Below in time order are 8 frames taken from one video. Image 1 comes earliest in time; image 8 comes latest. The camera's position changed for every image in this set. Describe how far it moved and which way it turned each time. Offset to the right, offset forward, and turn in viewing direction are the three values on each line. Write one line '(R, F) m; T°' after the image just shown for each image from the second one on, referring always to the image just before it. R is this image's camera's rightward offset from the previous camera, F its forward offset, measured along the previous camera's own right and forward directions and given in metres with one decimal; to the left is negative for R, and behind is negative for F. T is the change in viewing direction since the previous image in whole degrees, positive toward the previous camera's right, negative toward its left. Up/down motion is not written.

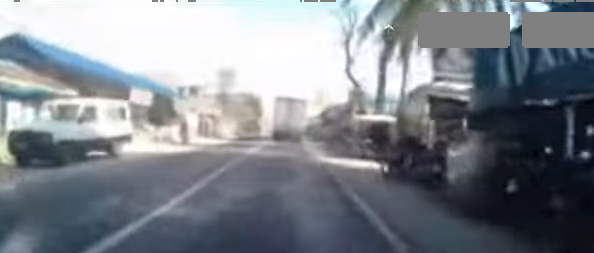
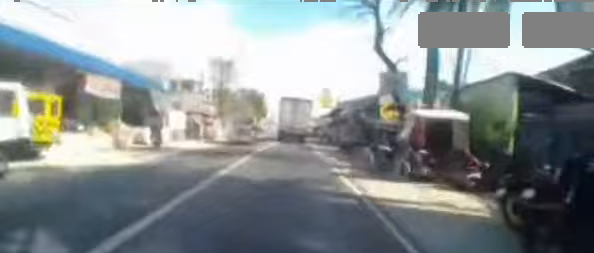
(0.0, +4.9) m; +2°
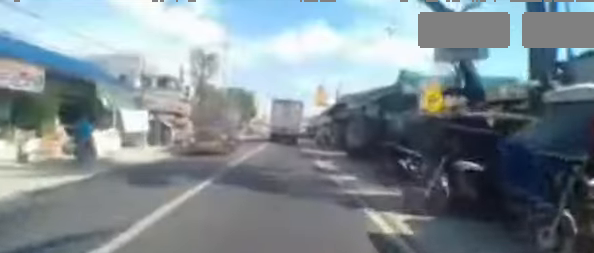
(0.0, +4.9) m; +1°
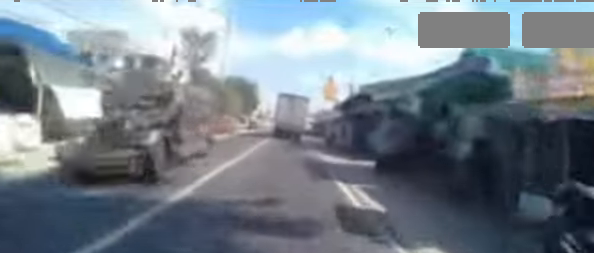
(+0.3, +4.5) m; -2°
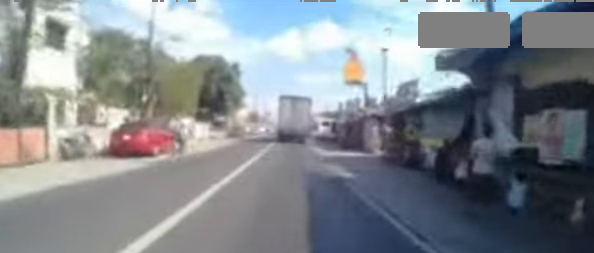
(-1.1, +18.8) m; -2°
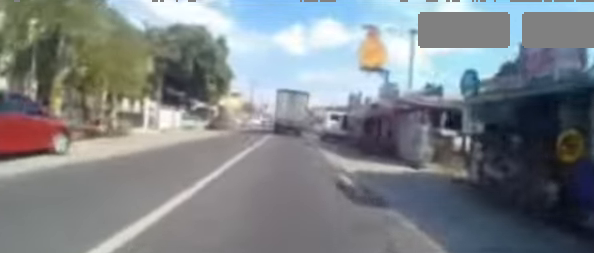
(+0.1, +7.8) m; +1°
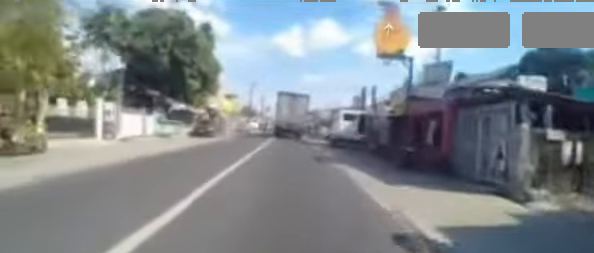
(0.0, +5.2) m; -1°
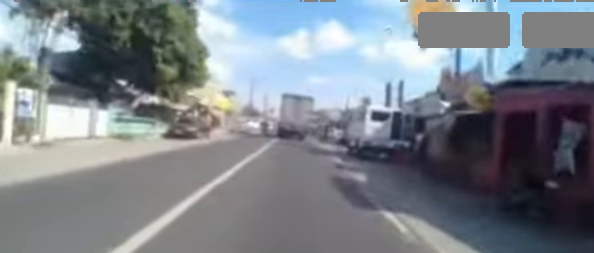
(+0.1, +5.9) m; -2°
